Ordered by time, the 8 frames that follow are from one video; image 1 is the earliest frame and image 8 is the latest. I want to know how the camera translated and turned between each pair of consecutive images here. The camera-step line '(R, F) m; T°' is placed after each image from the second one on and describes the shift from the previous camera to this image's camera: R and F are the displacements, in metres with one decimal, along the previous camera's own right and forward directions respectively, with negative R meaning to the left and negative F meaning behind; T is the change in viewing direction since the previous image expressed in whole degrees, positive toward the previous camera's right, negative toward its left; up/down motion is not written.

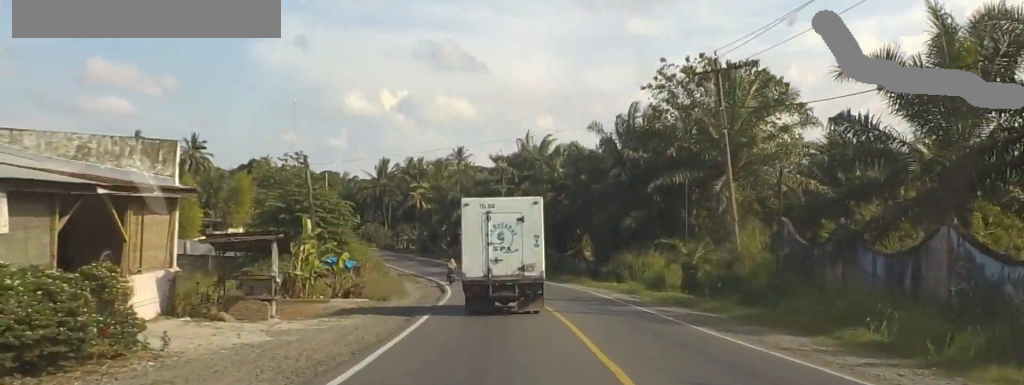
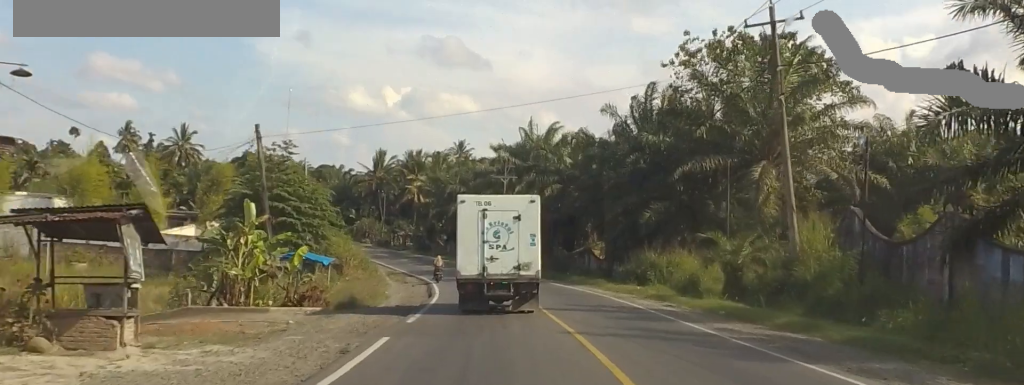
(0.0, +8.6) m; 0°
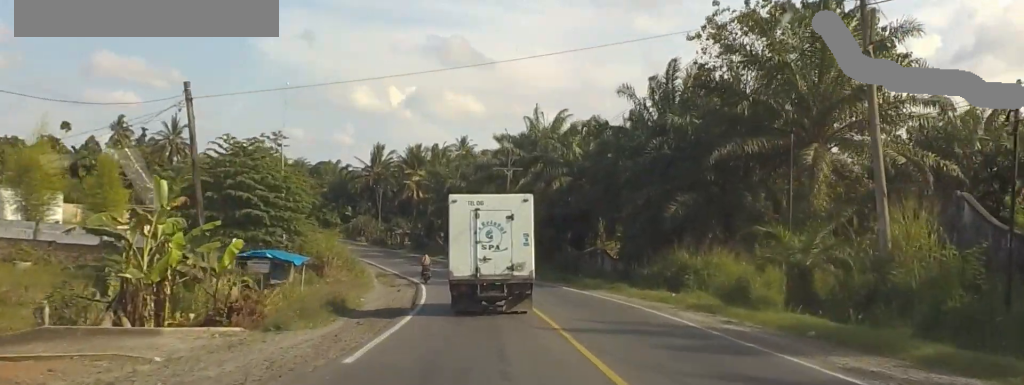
(0.0, +8.0) m; 0°
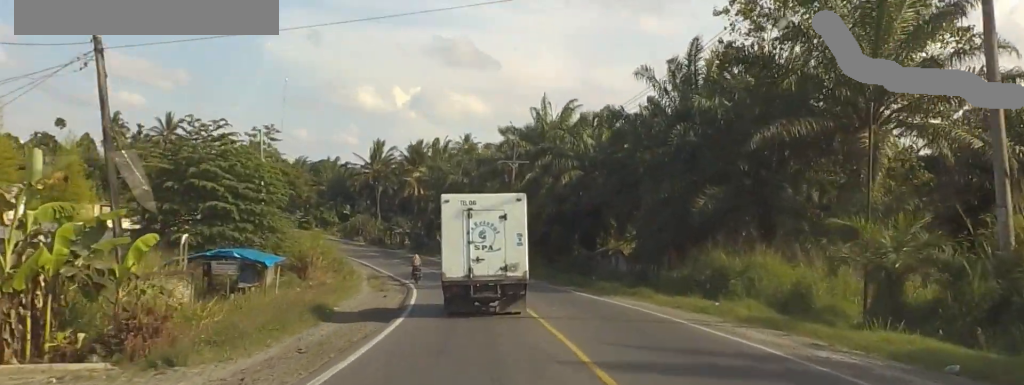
(0.0, +6.2) m; 0°
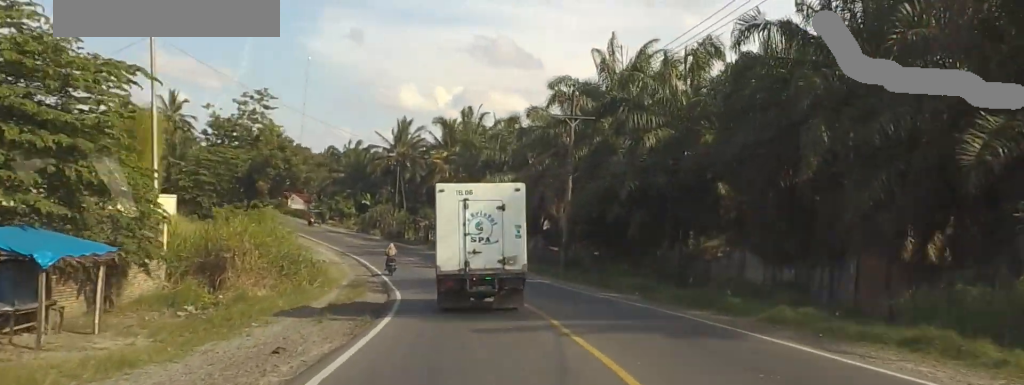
(0.0, +21.8) m; -3°
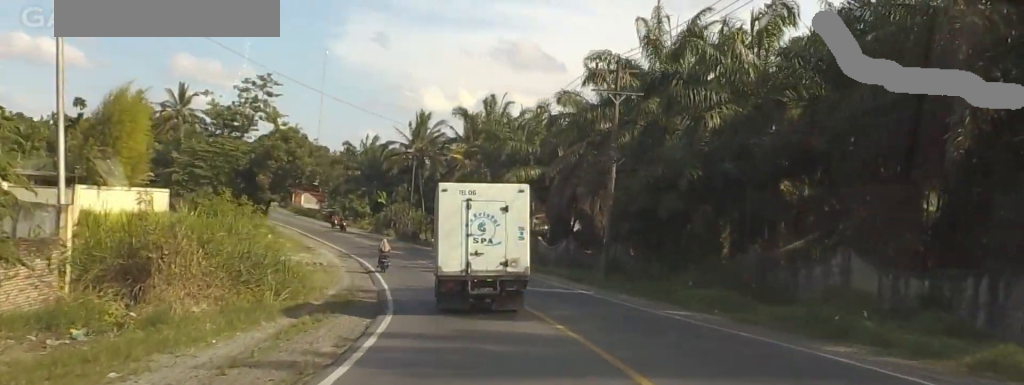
(-0.5, +8.2) m; 0°
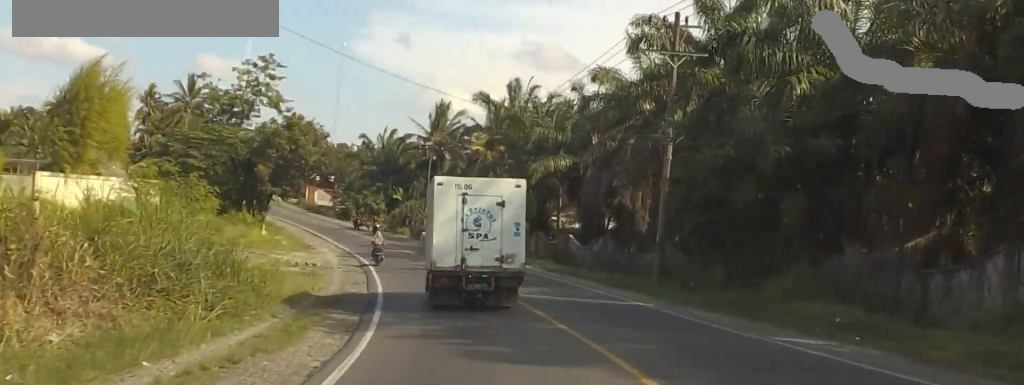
(-0.4, +7.7) m; 0°
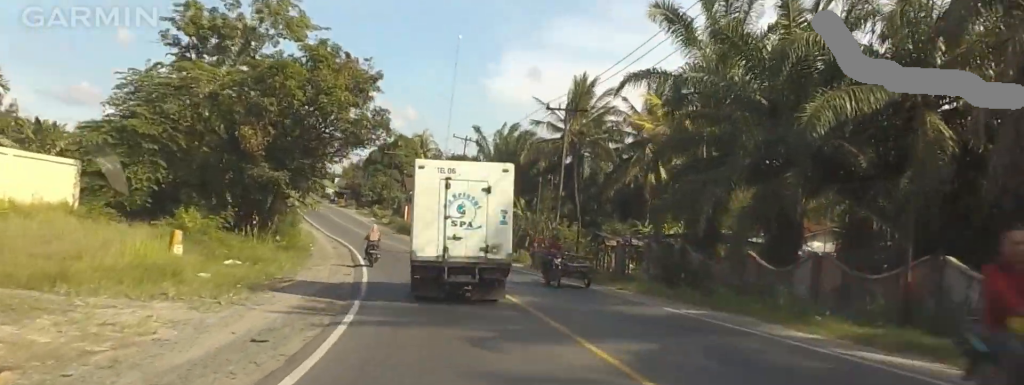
(-3.3, +32.8) m; -14°
